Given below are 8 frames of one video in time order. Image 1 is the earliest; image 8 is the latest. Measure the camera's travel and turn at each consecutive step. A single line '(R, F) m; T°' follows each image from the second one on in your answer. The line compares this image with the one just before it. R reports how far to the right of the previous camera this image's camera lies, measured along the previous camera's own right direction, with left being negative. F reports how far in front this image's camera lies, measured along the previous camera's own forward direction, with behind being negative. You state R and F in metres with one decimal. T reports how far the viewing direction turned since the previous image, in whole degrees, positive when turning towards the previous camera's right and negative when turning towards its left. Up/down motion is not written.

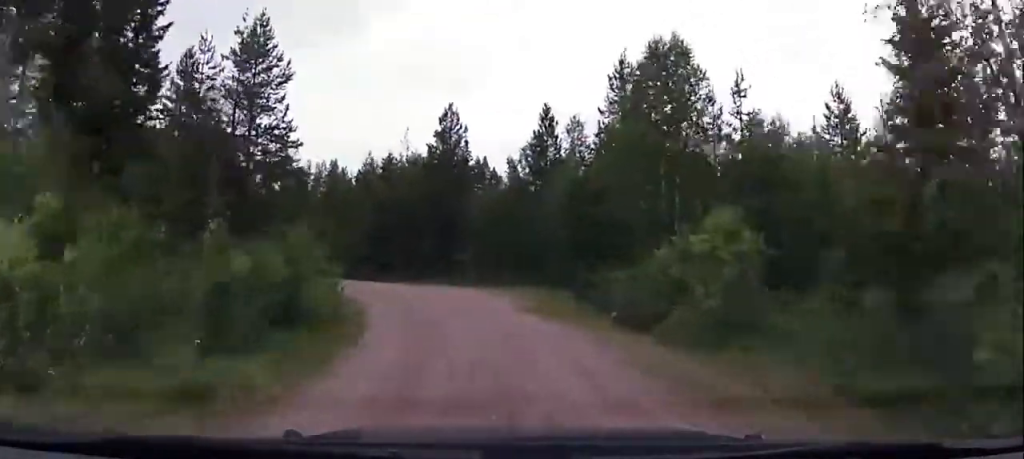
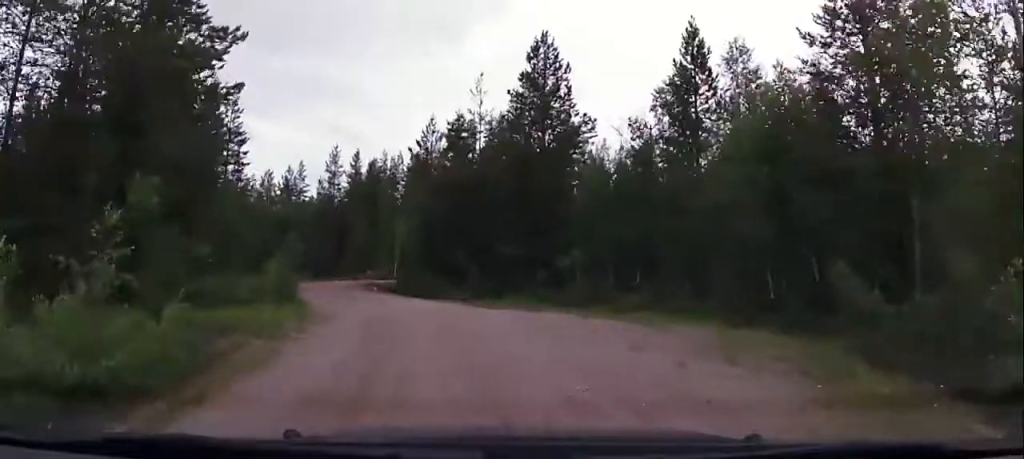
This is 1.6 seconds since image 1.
(+0.1, +15.8) m; -5°
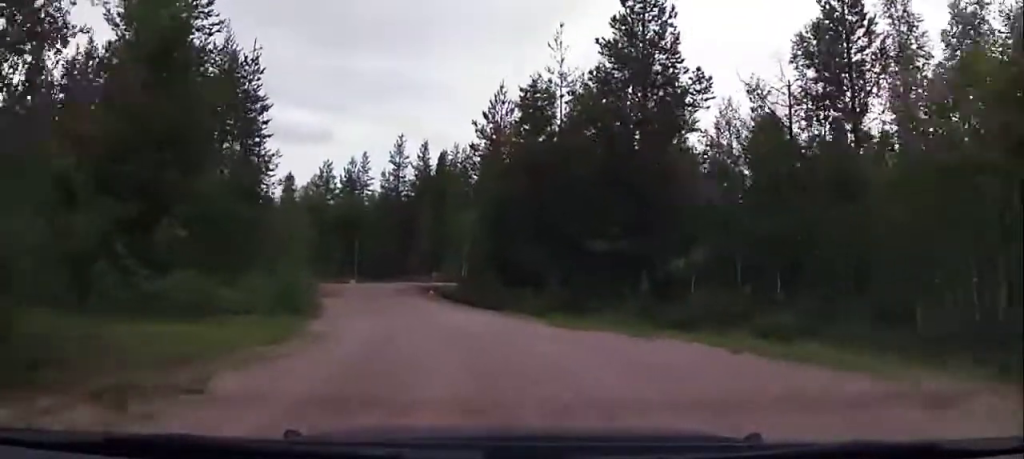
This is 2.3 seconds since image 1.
(-0.6, +6.9) m; -7°
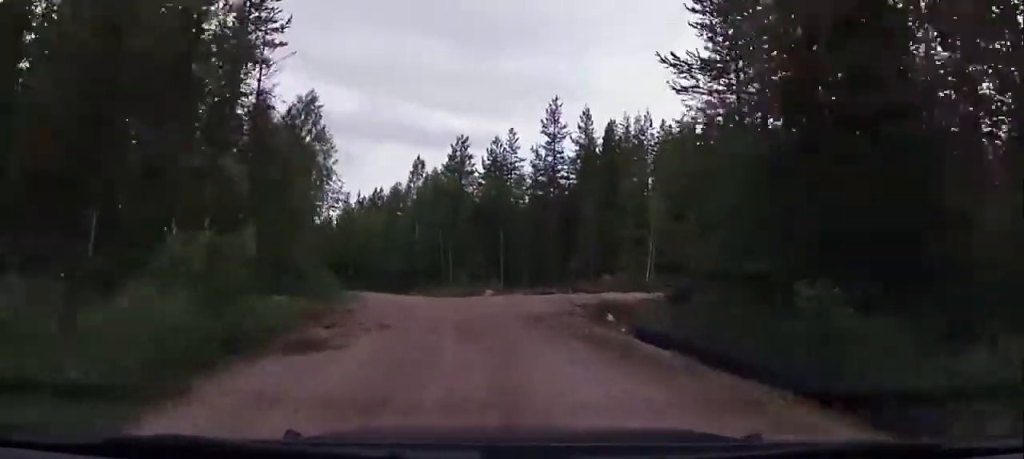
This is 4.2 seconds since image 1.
(-2.5, +17.8) m; -15°
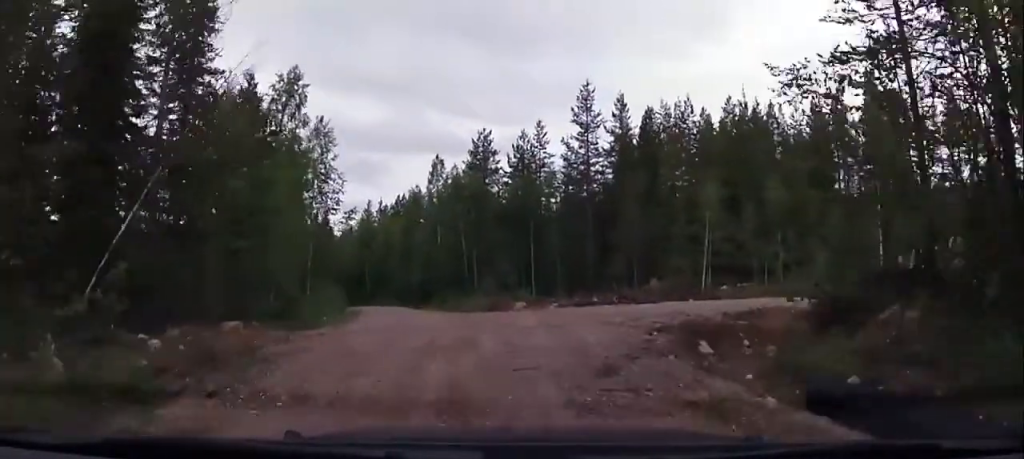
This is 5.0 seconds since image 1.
(-0.3, +7.0) m; -4°
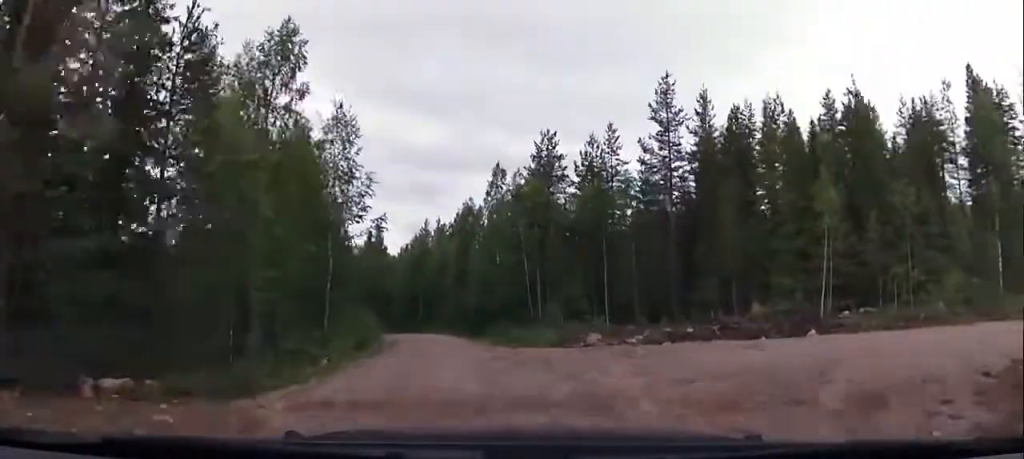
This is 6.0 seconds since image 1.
(-0.4, +9.0) m; -3°
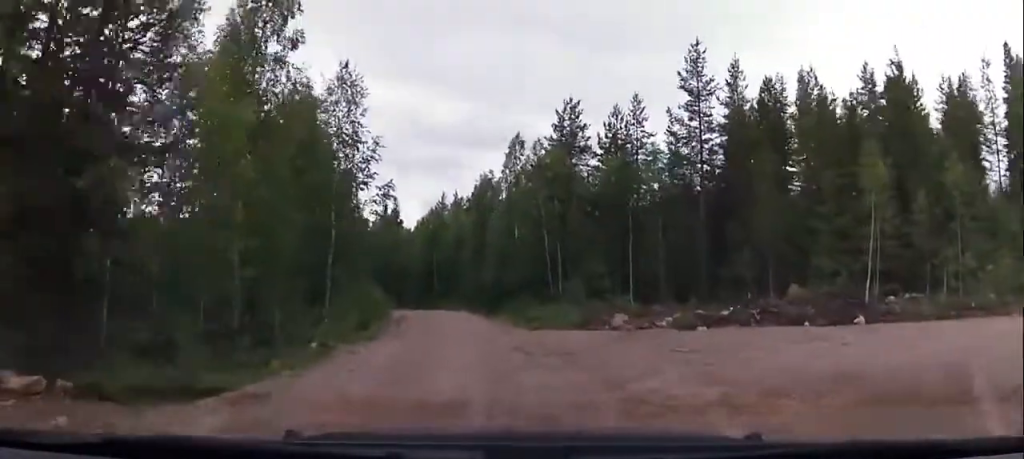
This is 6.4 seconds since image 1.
(+0.1, +3.3) m; -1°
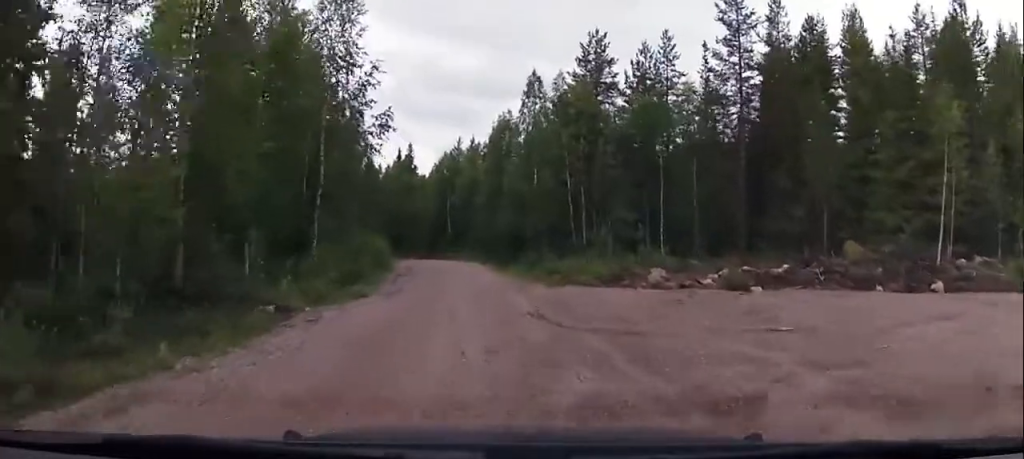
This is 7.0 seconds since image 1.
(-0.1, +4.6) m; -3°
